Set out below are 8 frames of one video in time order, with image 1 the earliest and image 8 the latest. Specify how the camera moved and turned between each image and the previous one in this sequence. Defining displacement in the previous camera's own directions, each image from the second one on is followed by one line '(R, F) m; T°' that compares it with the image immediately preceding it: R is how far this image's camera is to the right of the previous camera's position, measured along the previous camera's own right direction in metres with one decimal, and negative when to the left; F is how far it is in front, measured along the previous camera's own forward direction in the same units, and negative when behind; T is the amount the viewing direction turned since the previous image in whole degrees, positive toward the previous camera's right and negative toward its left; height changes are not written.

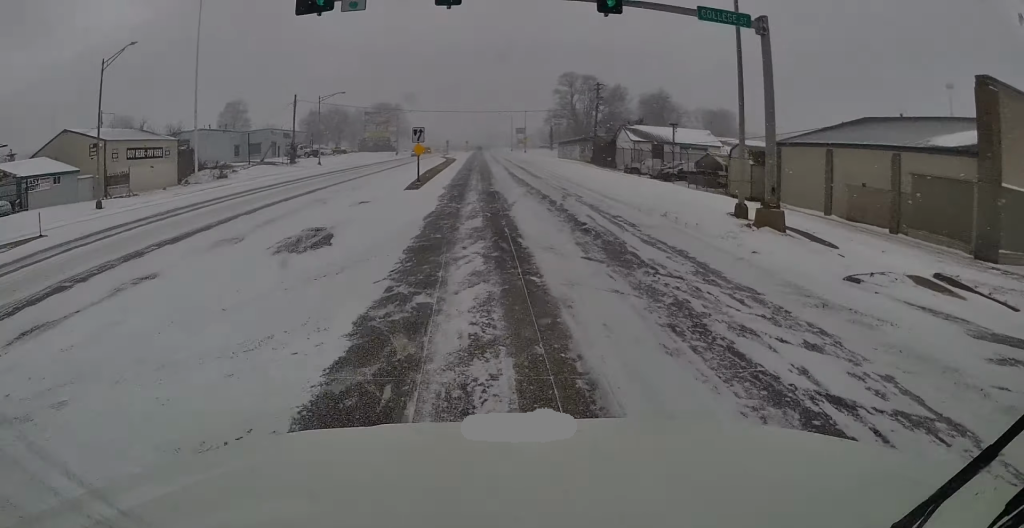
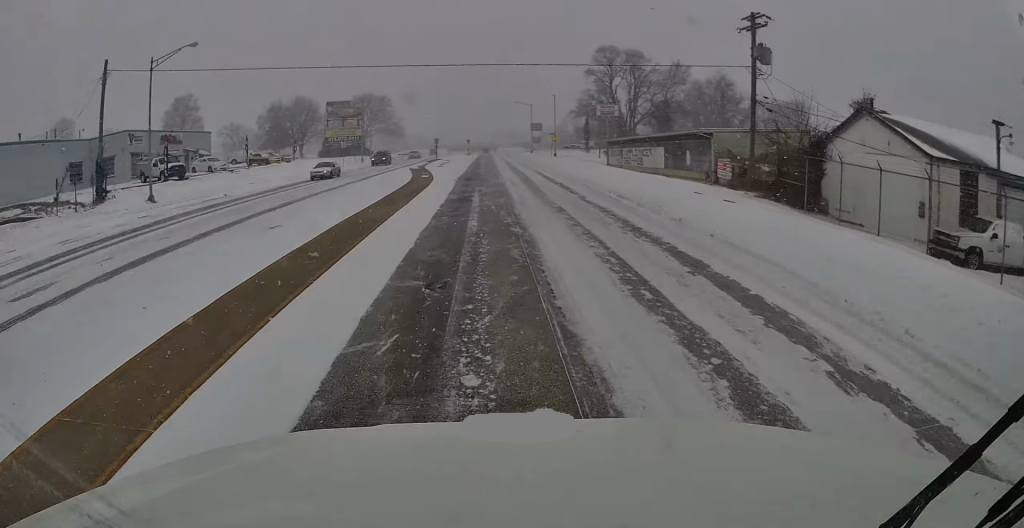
(+0.4, +41.9) m; +2°
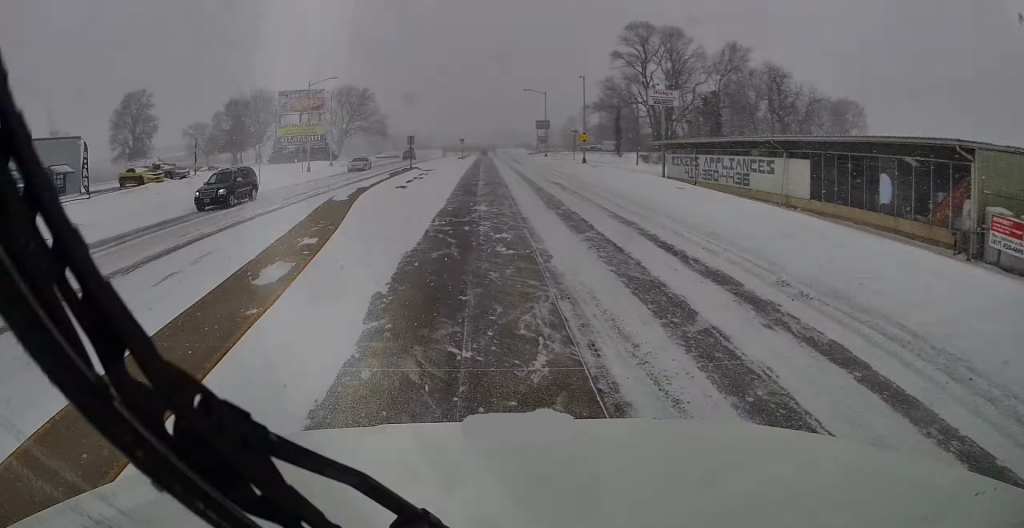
(+0.8, +25.4) m; -1°
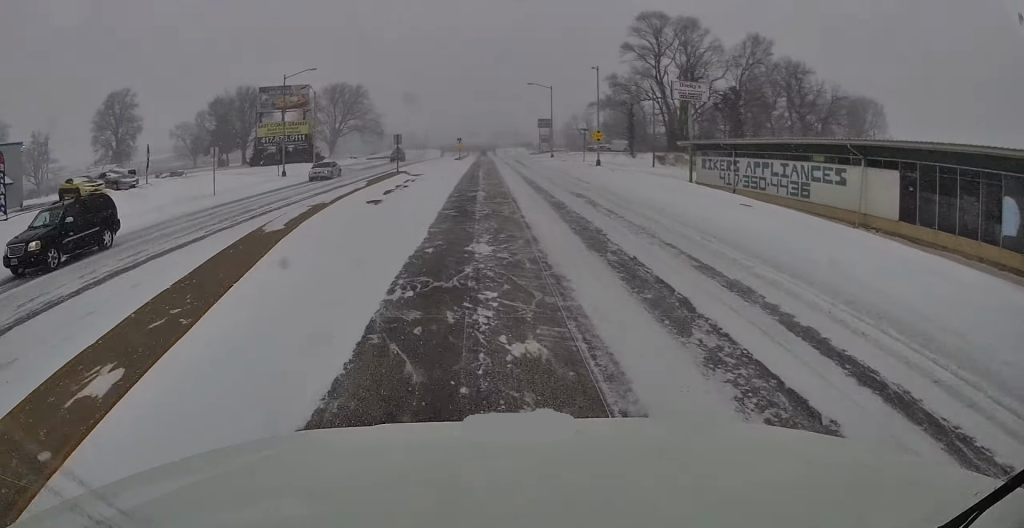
(-0.3, +7.5) m; -1°
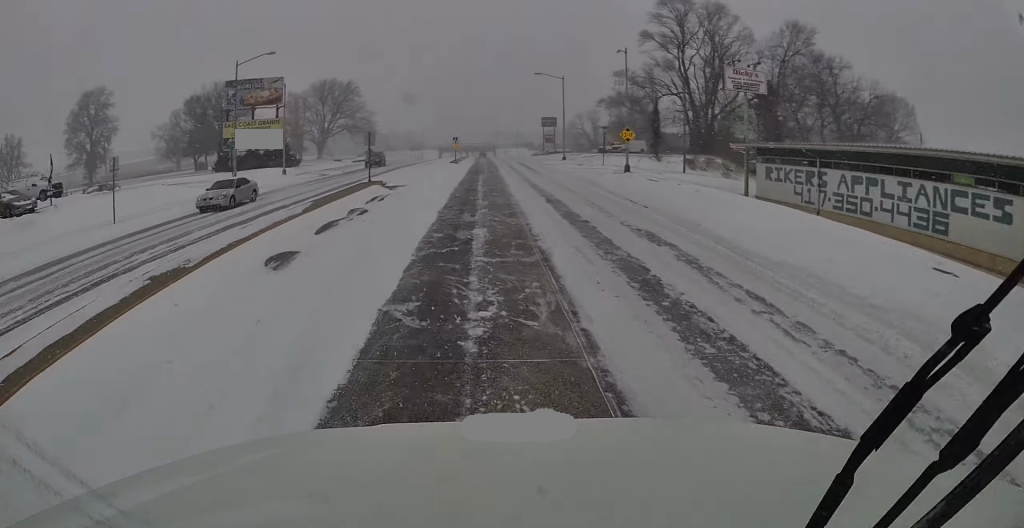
(-0.2, +10.6) m; -1°
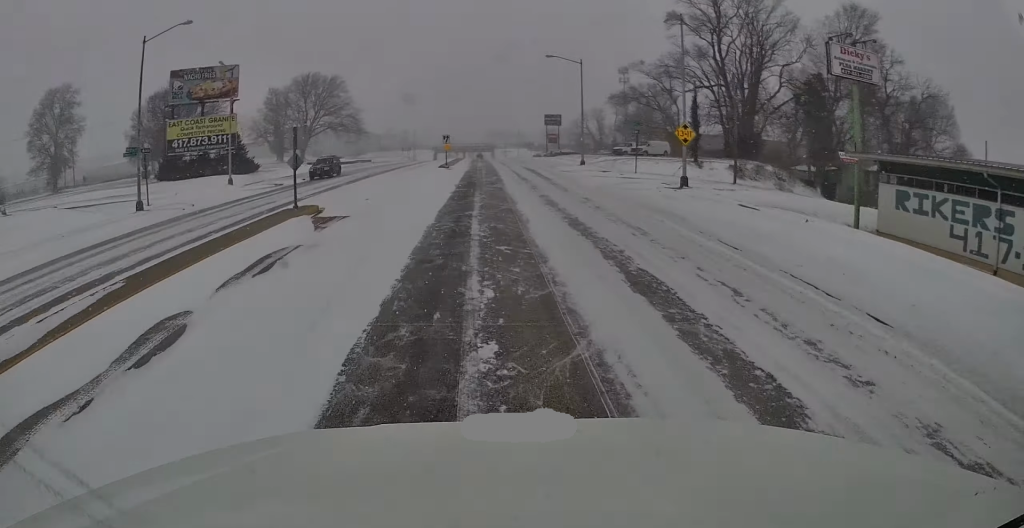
(0.0, +12.5) m; 0°
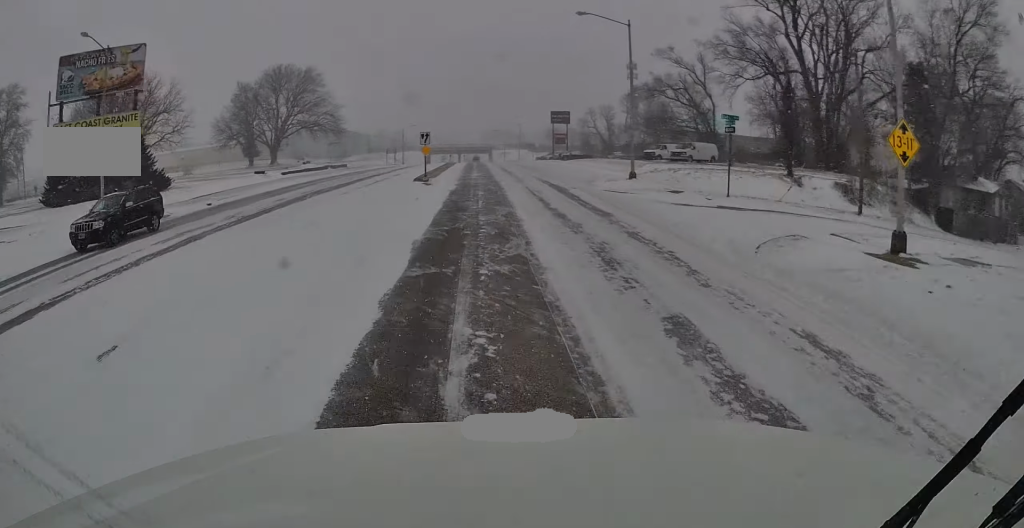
(0.0, +16.8) m; 0°
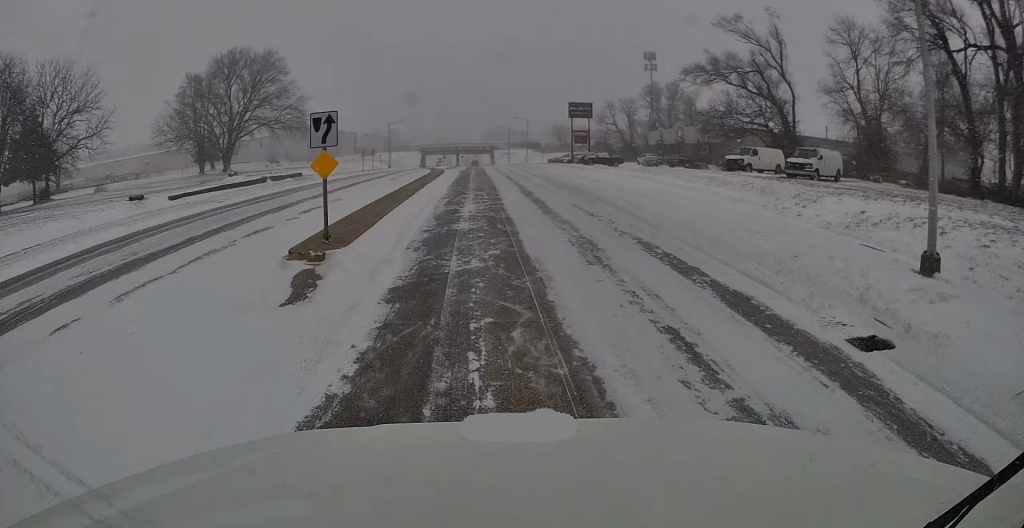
(0.0, +22.6) m; +1°
